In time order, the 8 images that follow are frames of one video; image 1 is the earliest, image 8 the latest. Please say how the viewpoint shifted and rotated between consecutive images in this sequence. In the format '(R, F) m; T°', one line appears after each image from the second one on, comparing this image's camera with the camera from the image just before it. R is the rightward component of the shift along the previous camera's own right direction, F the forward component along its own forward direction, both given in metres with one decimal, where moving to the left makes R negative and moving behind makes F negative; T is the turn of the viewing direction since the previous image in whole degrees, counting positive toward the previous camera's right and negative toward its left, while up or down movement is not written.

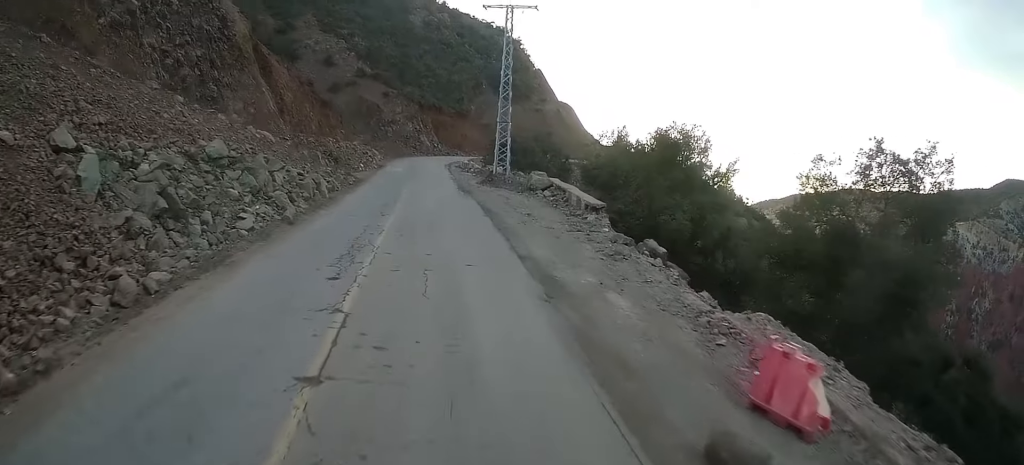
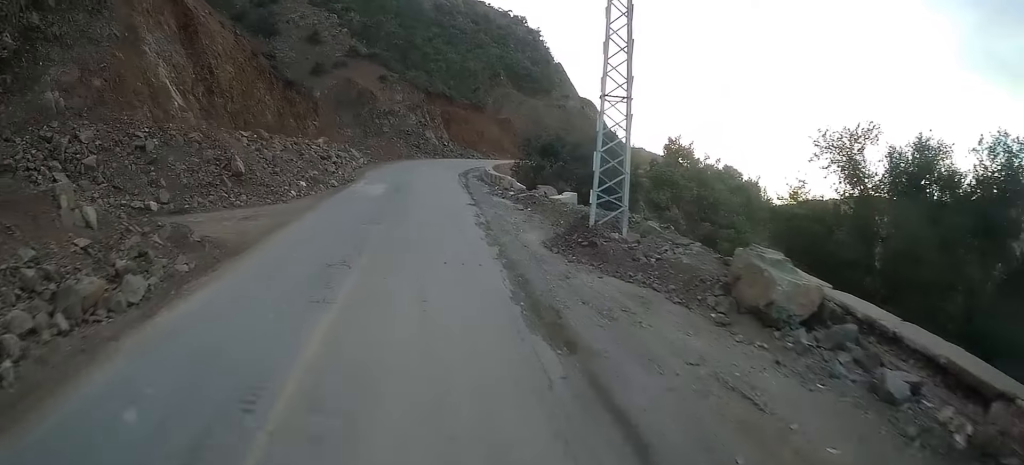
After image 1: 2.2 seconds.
(-0.3, +18.7) m; -2°
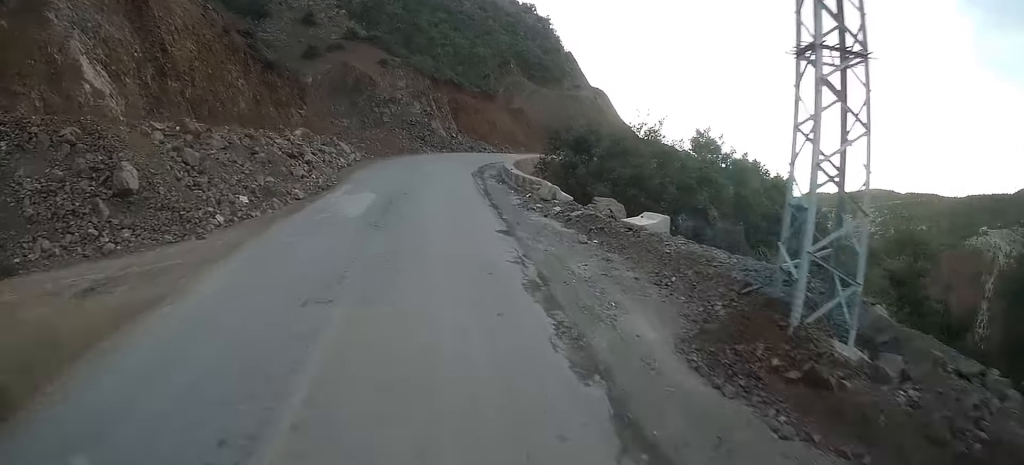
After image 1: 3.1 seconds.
(-0.1, +7.4) m; +2°
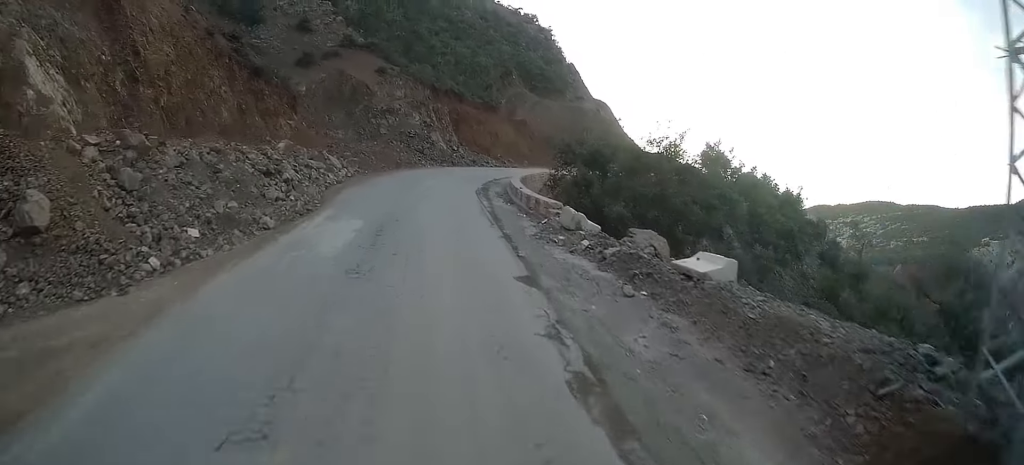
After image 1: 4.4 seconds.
(+0.6, +12.7) m; 0°
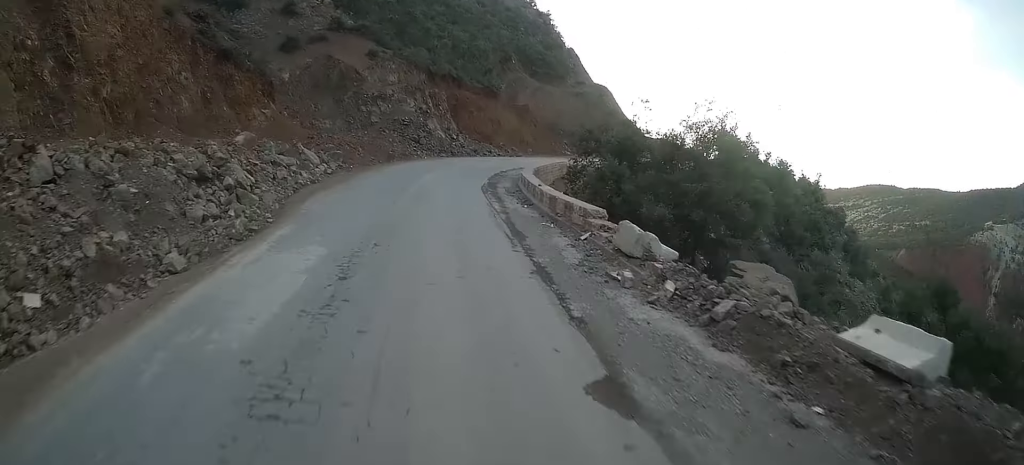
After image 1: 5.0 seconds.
(-0.4, +5.4) m; -1°
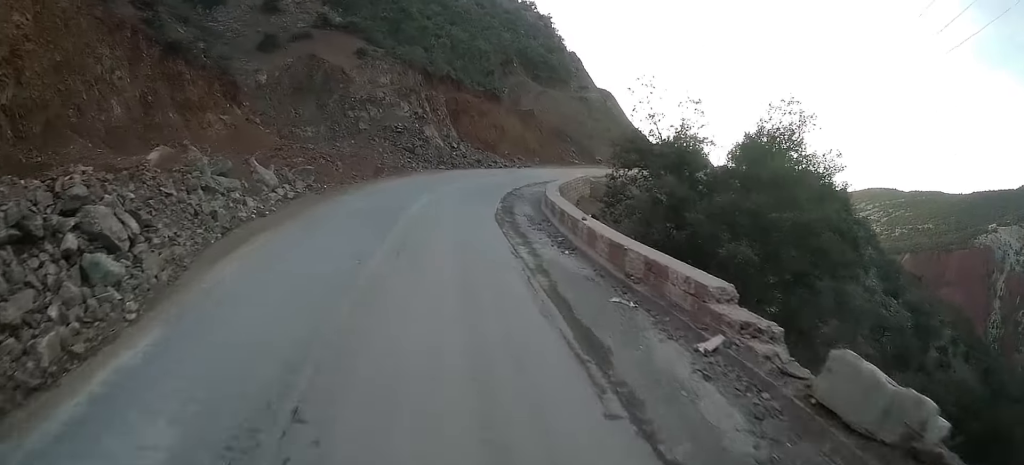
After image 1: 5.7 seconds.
(-0.2, +7.0) m; 0°
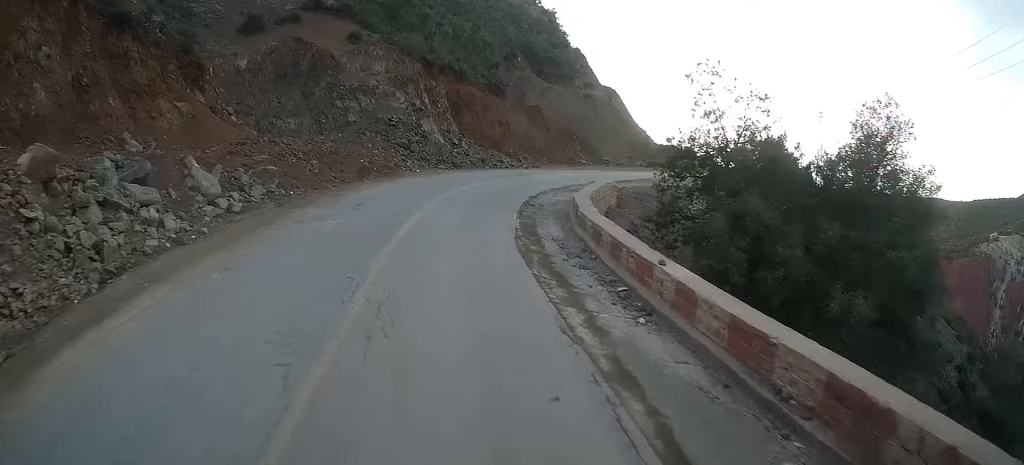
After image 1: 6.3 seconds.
(+0.2, +5.6) m; +2°
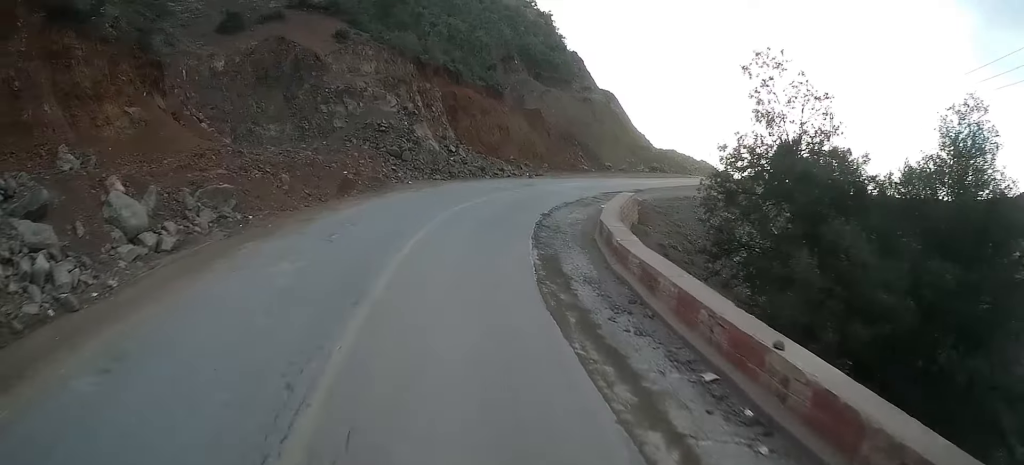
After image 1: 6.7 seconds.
(0.0, +4.0) m; +1°
